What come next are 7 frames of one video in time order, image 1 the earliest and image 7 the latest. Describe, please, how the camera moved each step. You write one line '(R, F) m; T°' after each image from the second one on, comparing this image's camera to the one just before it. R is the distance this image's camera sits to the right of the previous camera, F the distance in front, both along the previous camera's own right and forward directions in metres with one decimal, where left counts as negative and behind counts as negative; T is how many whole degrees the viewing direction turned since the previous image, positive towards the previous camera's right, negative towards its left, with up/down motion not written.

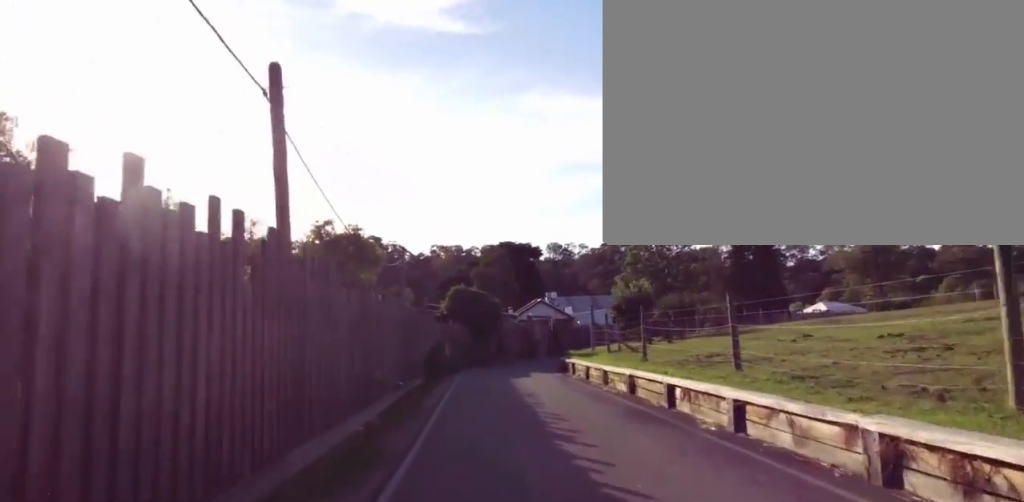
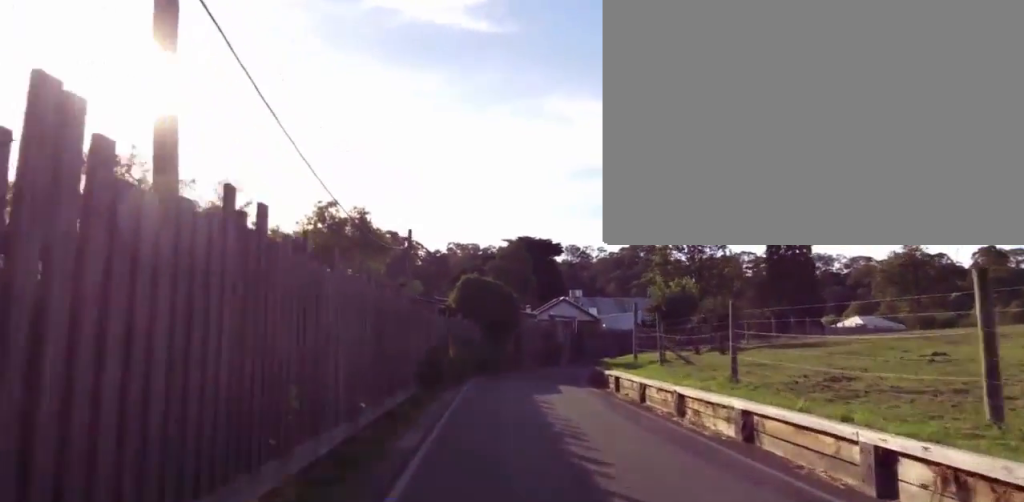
(-0.2, +3.9) m; +5°
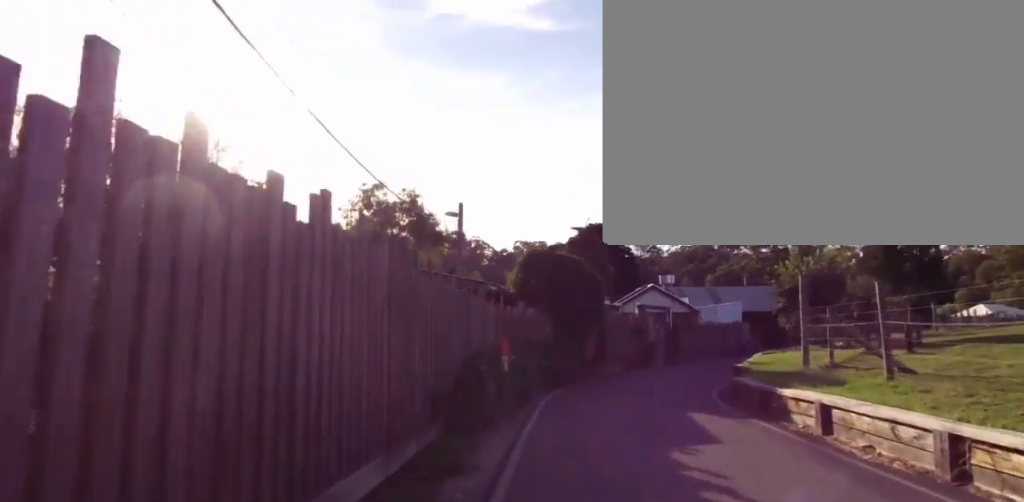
(+0.9, +6.1) m; -6°
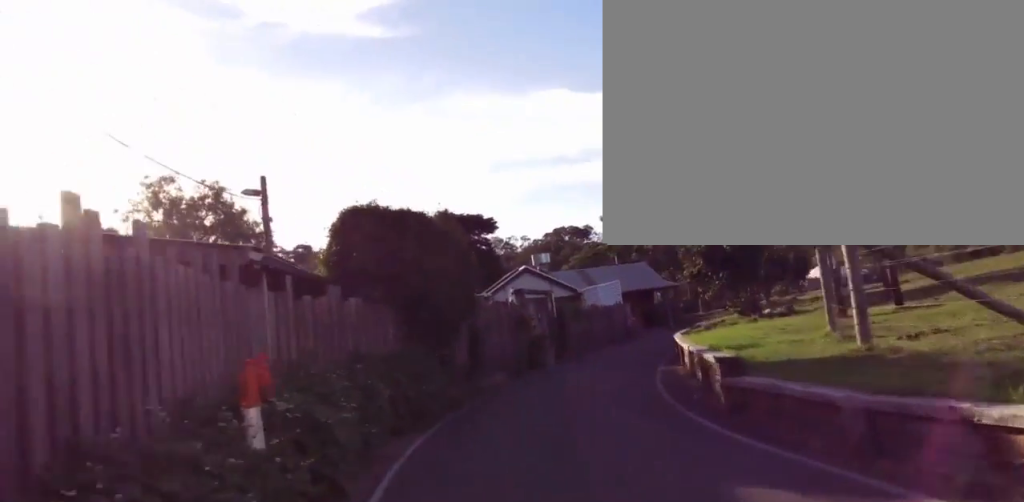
(-1.1, +6.0) m; -1°
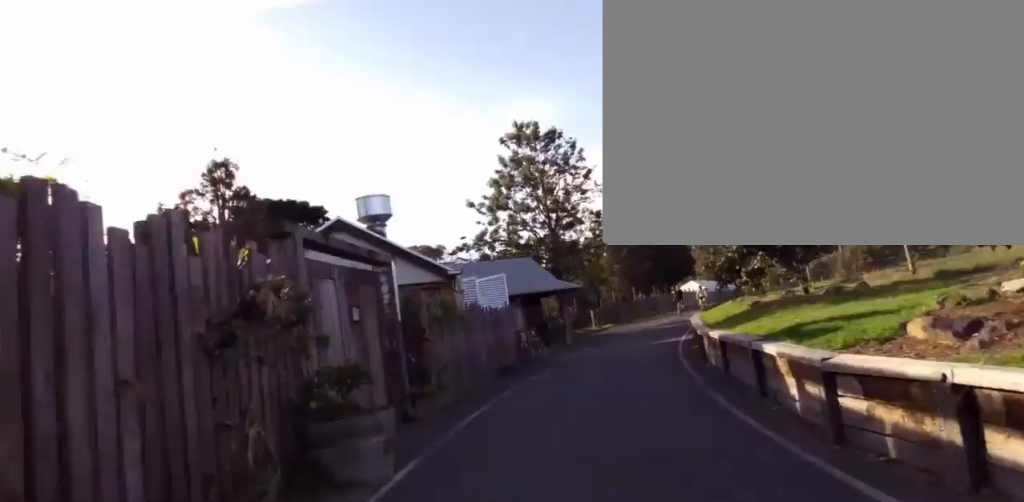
(+2.4, +11.9) m; +25°
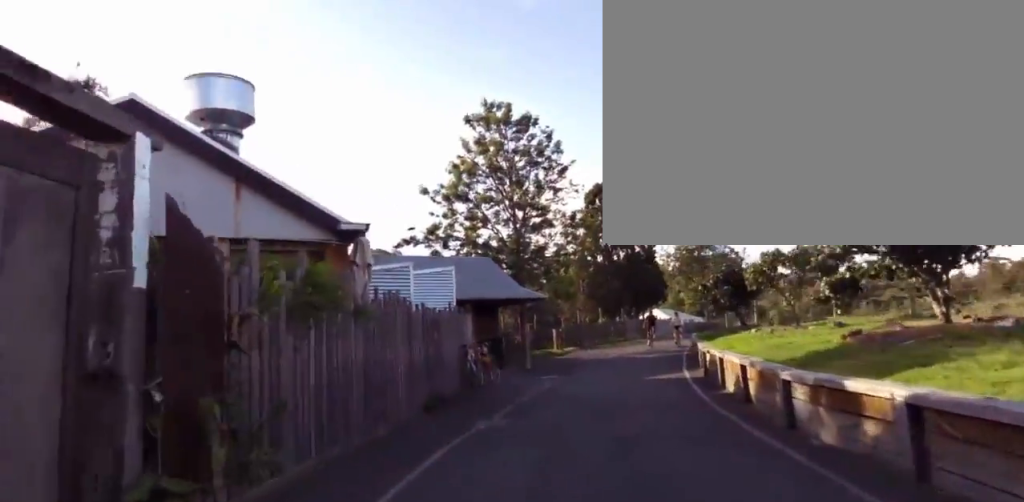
(+0.5, +4.9) m; +6°
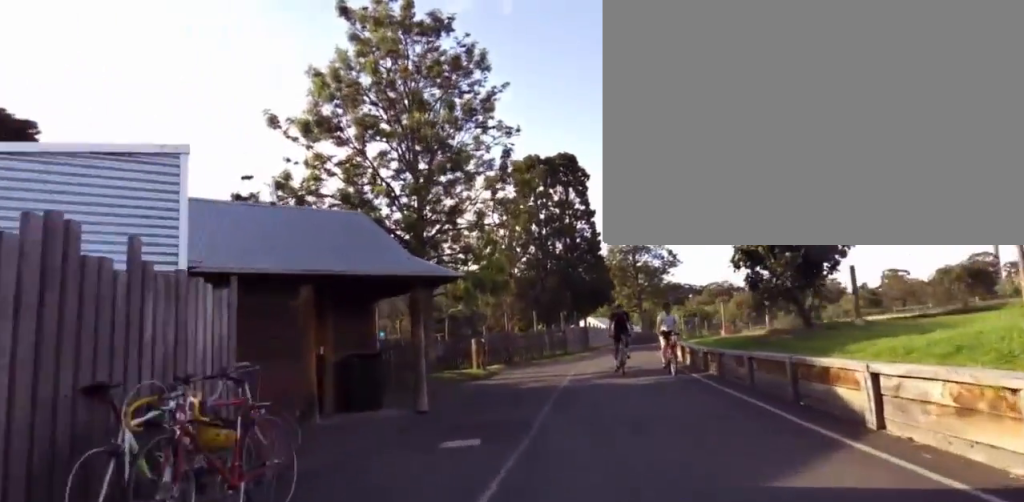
(+0.2, +10.5) m; +3°
